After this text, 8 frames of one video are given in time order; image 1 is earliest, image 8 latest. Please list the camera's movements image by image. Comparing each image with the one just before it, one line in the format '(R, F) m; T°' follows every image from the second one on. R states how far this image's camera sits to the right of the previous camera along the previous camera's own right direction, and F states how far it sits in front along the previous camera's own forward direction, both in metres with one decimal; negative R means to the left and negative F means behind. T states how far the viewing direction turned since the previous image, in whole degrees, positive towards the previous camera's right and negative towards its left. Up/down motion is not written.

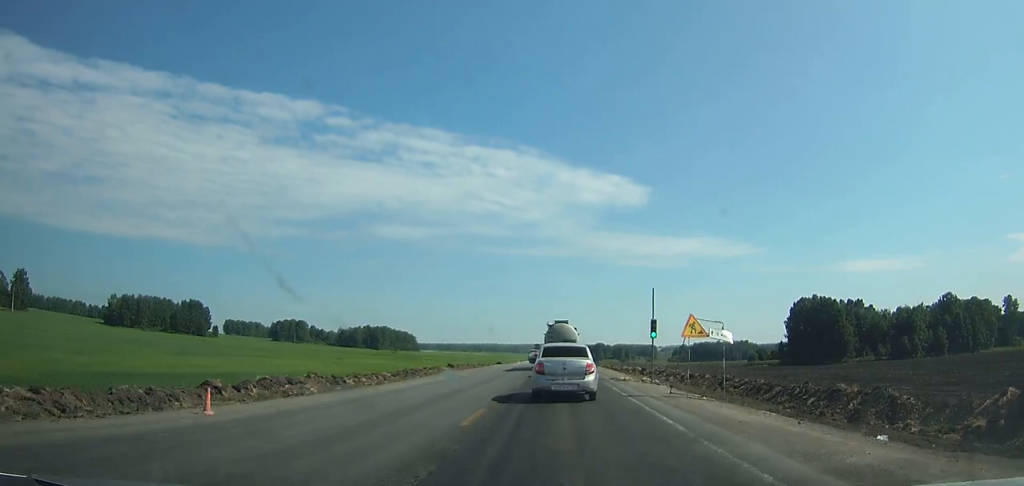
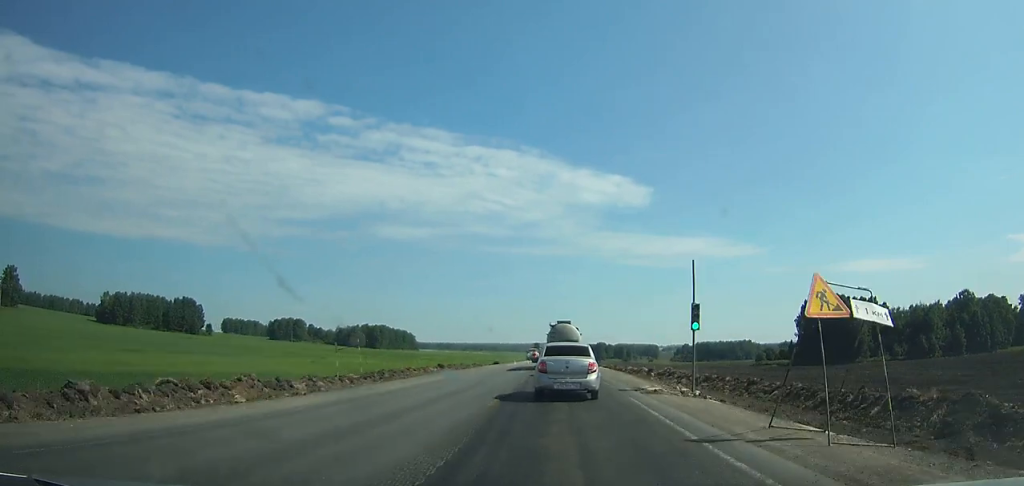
(0.0, +8.1) m; 0°
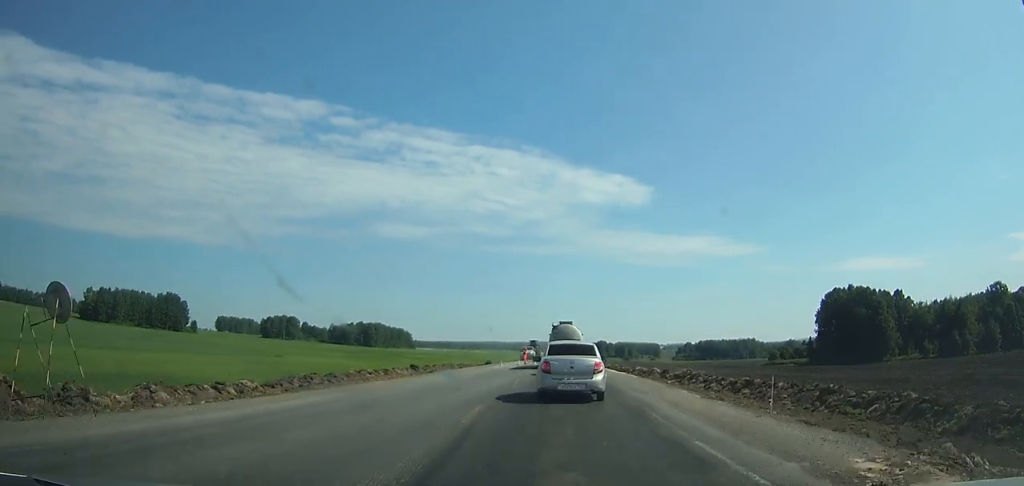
(0.0, +14.9) m; 0°
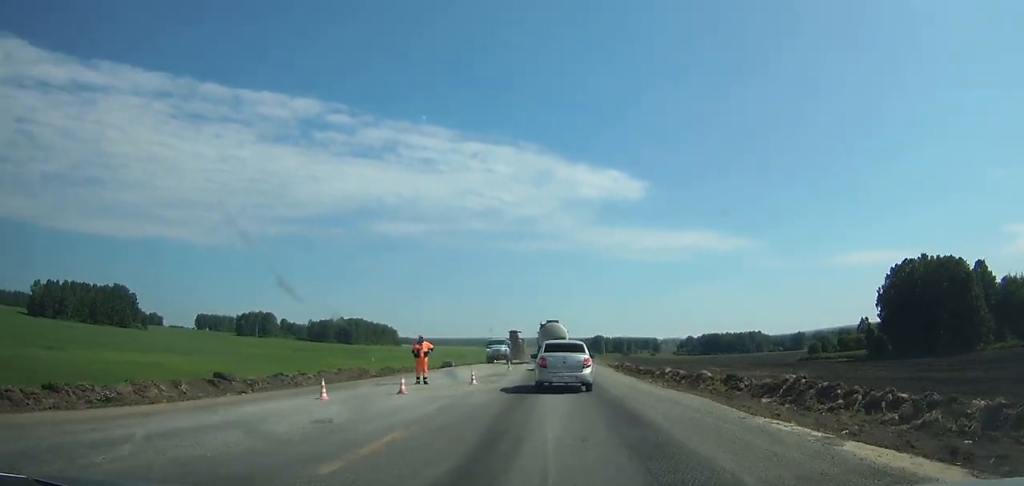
(+0.2, +40.4) m; 0°
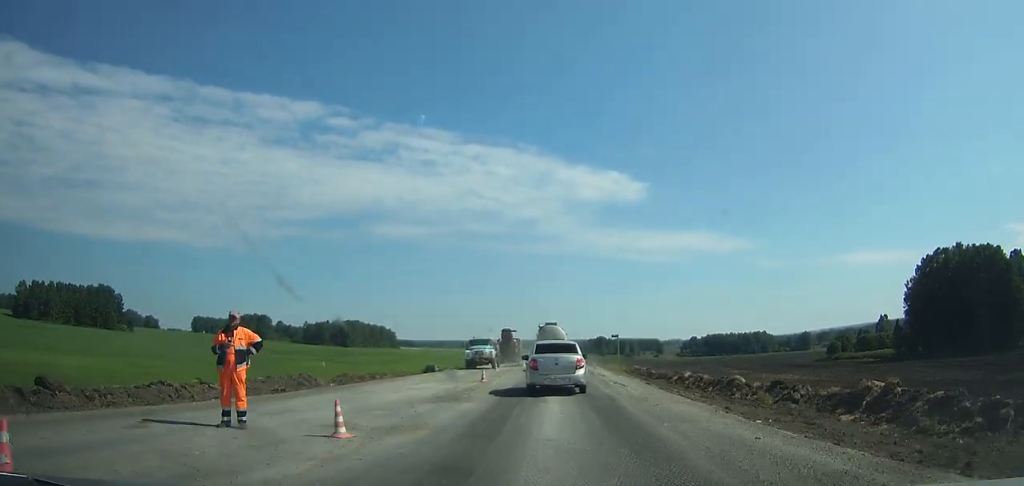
(-0.1, +12.0) m; 0°
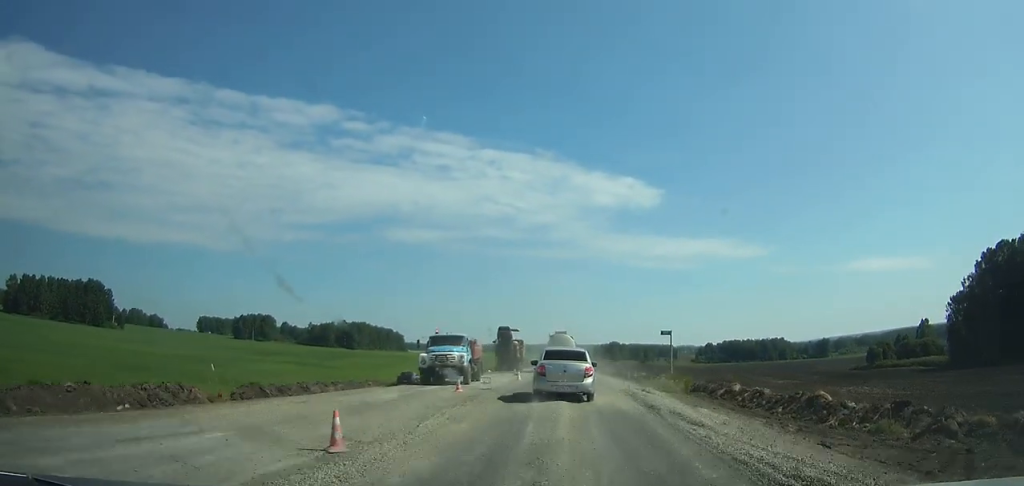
(-0.1, +16.5) m; -1°
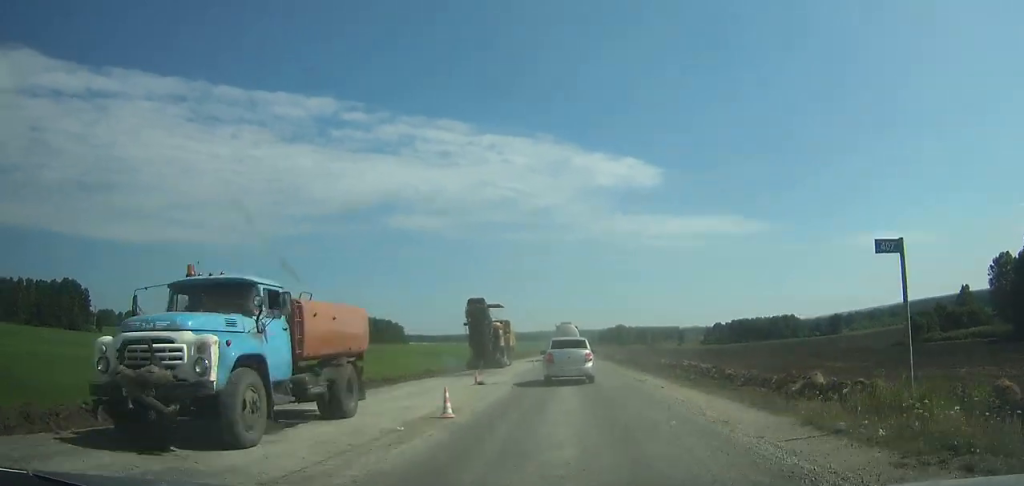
(-0.1, +20.0) m; 0°
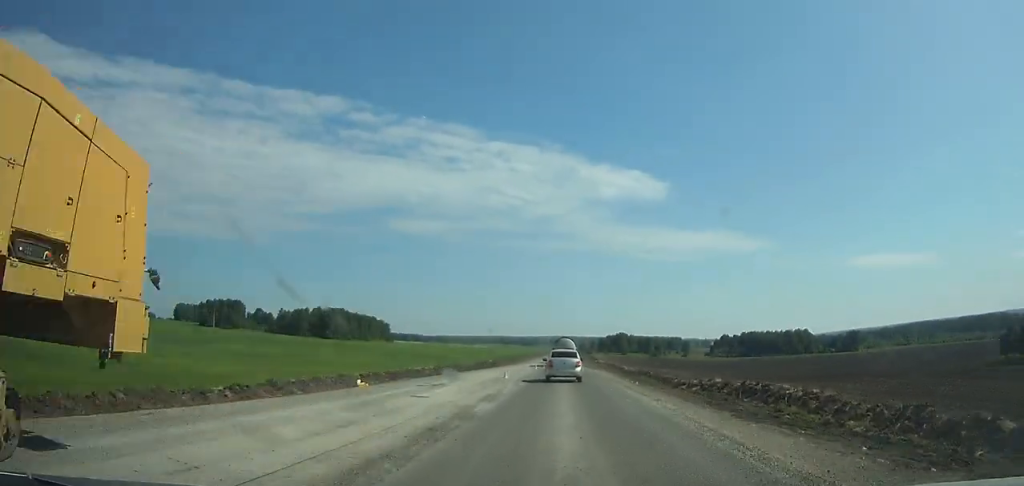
(+0.1, +43.5) m; 0°
